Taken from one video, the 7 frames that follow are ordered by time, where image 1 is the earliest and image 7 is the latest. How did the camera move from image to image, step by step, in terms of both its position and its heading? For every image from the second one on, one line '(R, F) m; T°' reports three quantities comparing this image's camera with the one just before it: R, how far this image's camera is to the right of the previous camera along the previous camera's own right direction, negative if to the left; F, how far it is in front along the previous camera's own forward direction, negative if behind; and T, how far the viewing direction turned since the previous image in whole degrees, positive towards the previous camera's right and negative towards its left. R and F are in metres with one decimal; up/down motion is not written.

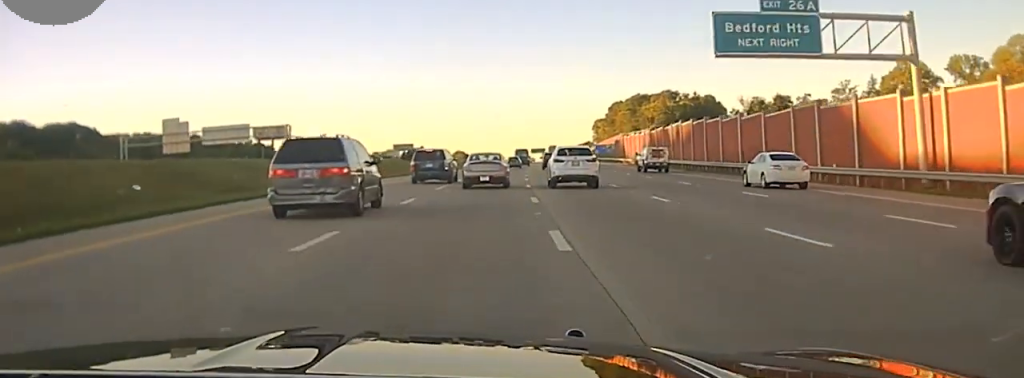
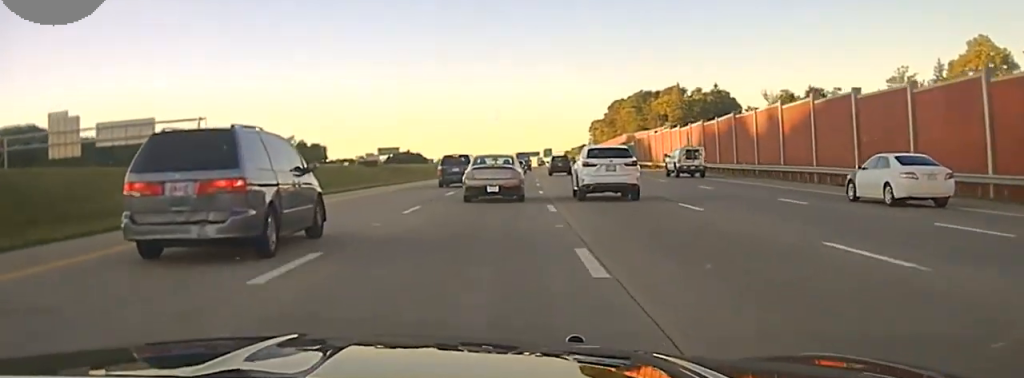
(0.0, +38.0) m; 0°
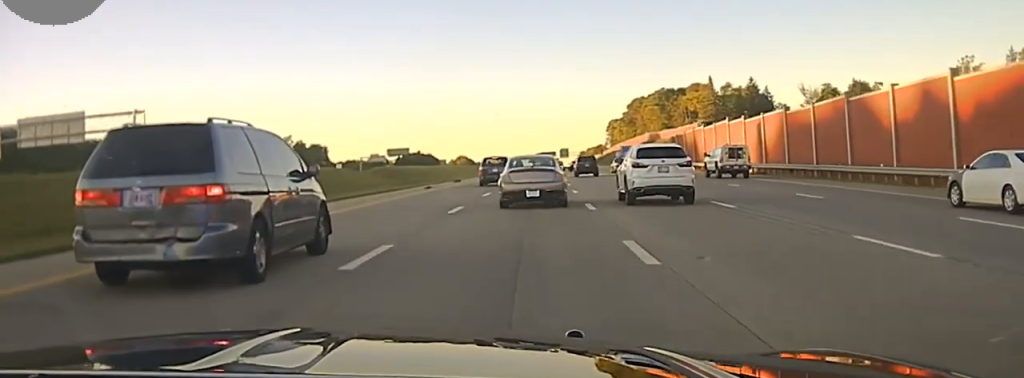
(0.0, +22.1) m; 0°
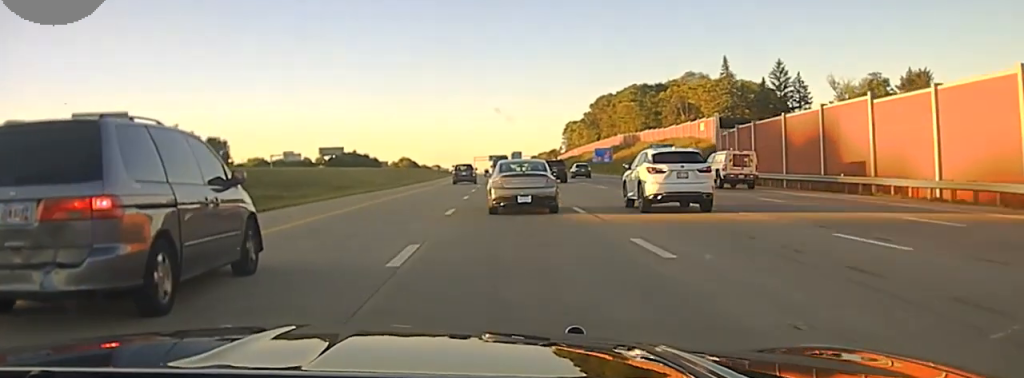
(+0.8, +64.3) m; +1°
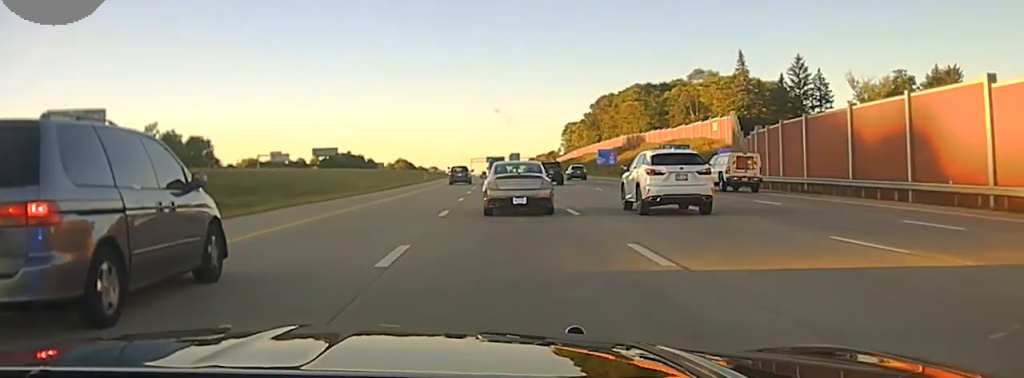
(0.0, +14.5) m; 0°
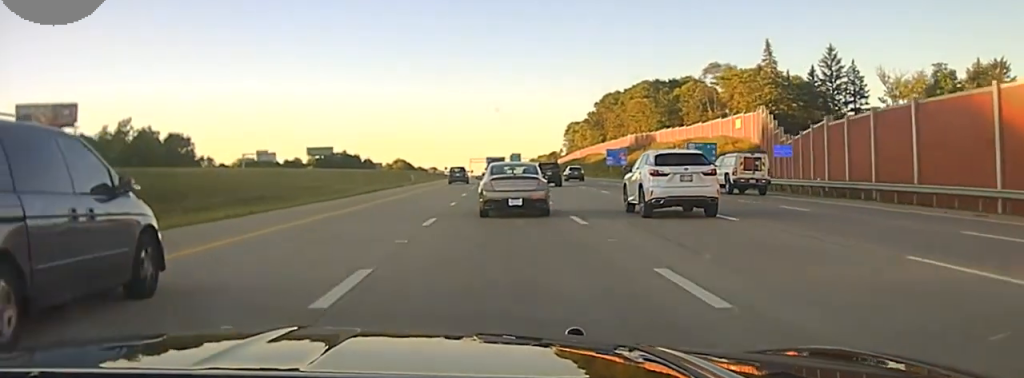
(+0.1, +15.0) m; 0°
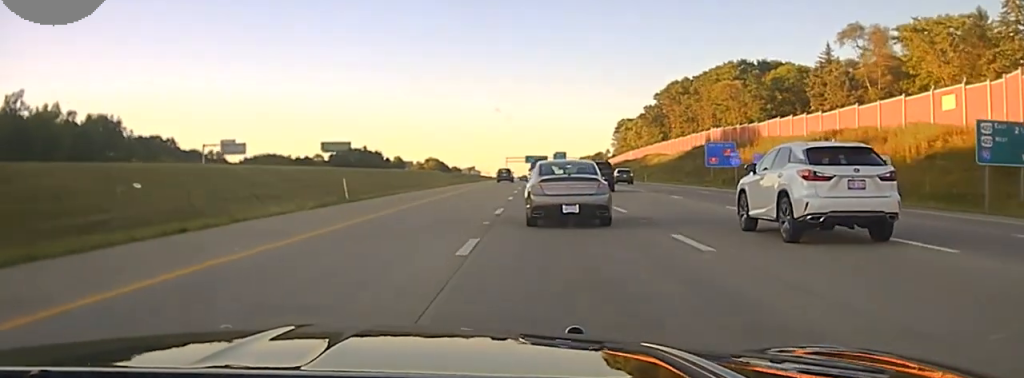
(+0.2, +64.3) m; 0°
